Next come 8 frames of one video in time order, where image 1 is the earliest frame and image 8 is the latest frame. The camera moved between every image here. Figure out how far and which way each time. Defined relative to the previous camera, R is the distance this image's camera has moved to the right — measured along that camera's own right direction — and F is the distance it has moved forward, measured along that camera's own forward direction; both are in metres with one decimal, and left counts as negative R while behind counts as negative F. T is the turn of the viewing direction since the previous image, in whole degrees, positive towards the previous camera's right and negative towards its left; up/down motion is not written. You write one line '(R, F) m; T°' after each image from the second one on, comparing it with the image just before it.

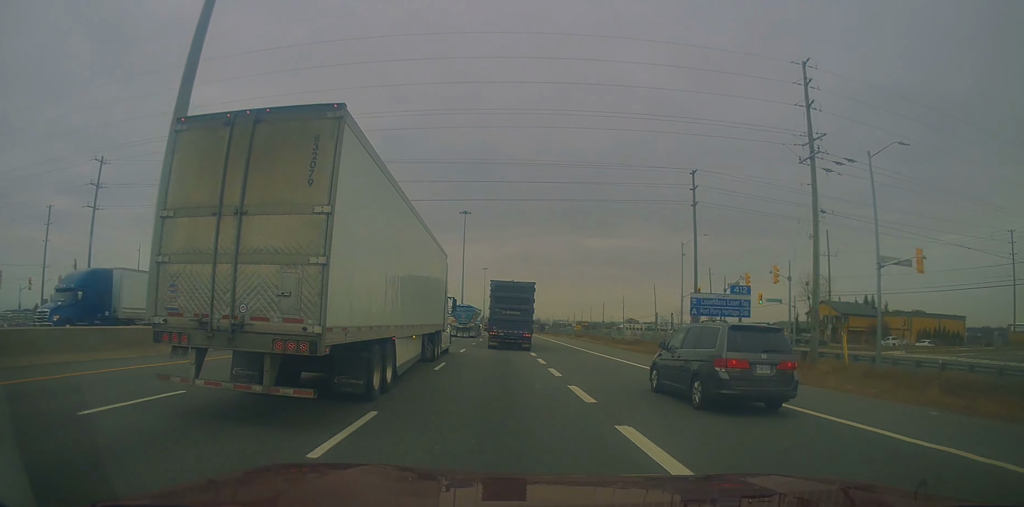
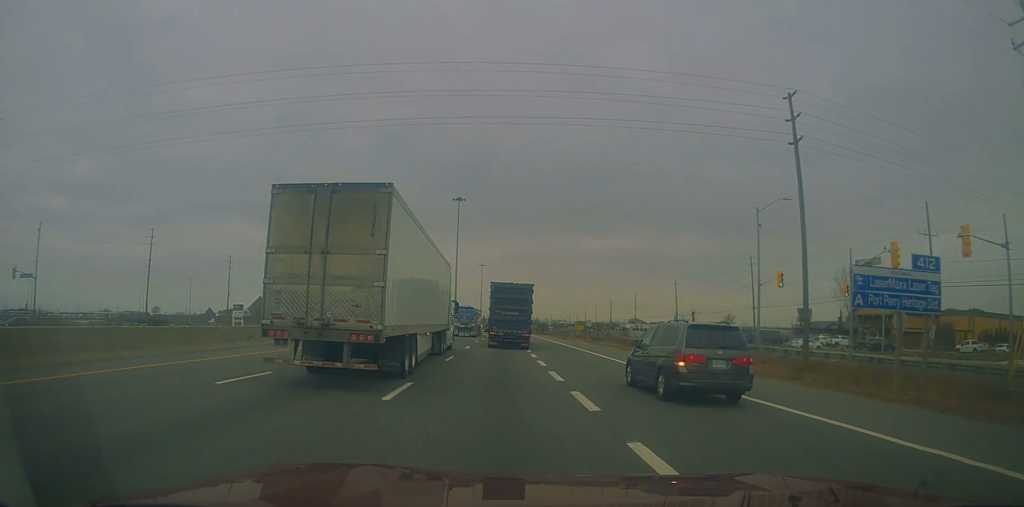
(0.0, +19.4) m; 0°
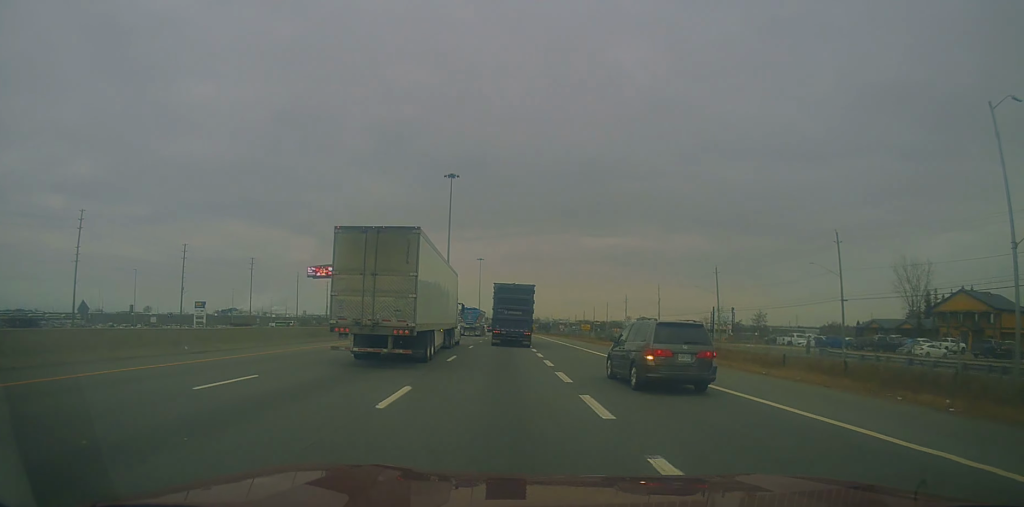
(-0.1, +25.0) m; -1°
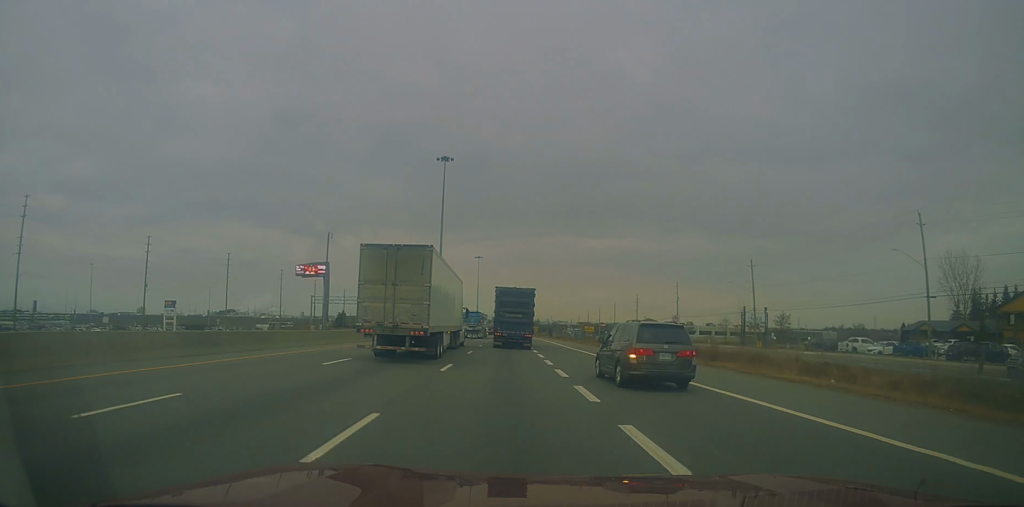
(+0.2, +15.8) m; 0°
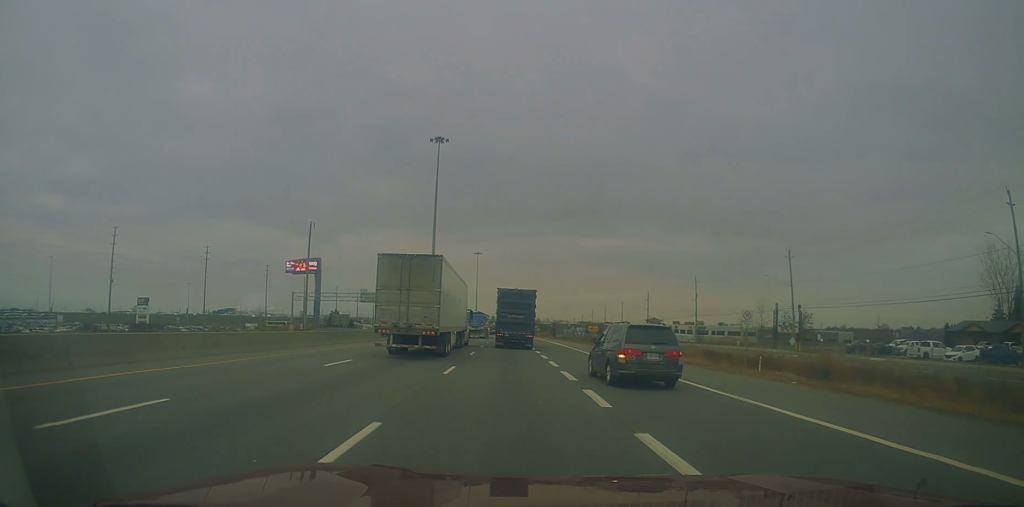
(-0.6, +12.7) m; 0°
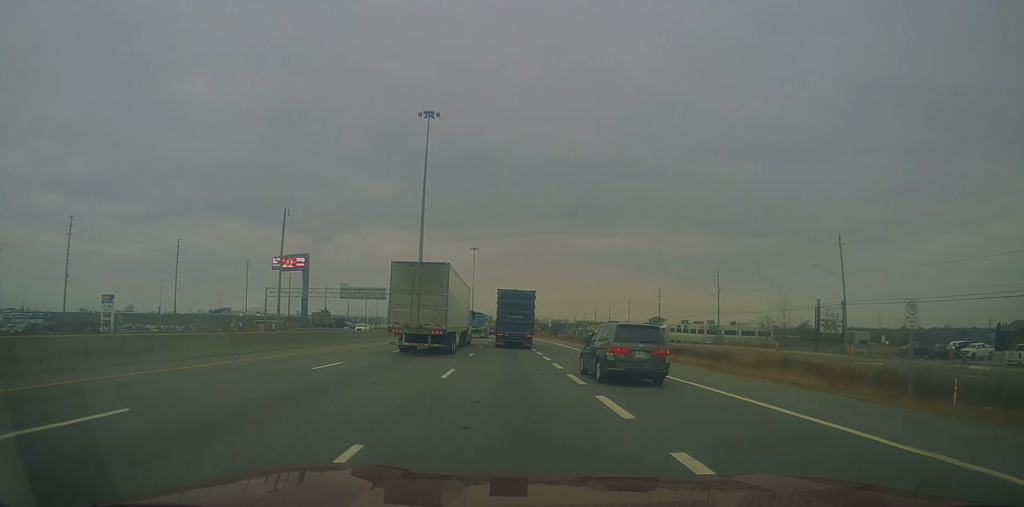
(+0.1, +13.6) m; +1°
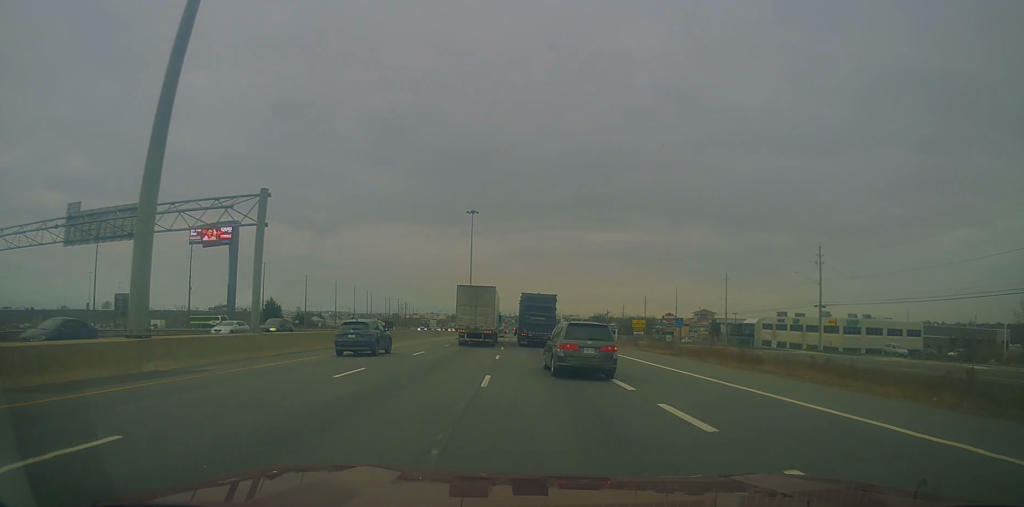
(+0.3, +73.7) m; -1°
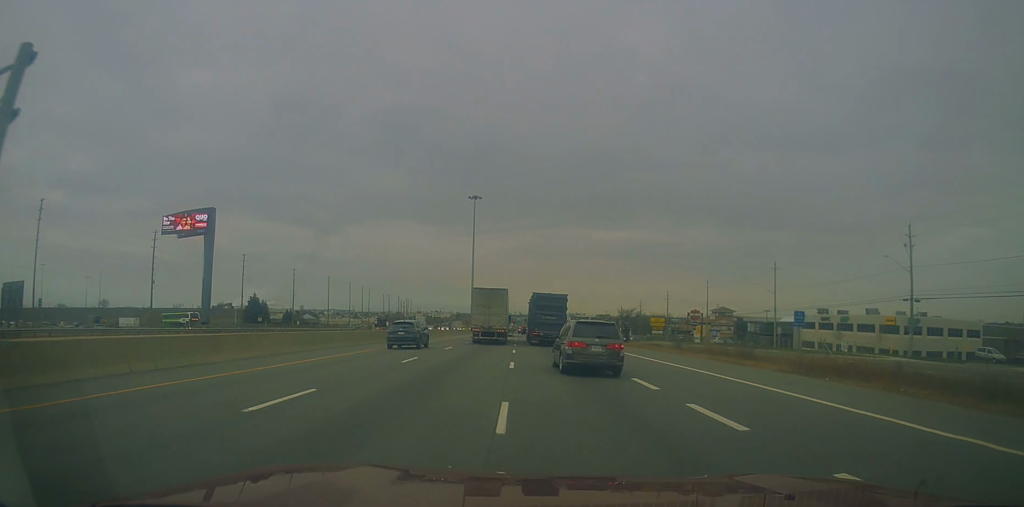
(+0.3, +18.2) m; 0°
